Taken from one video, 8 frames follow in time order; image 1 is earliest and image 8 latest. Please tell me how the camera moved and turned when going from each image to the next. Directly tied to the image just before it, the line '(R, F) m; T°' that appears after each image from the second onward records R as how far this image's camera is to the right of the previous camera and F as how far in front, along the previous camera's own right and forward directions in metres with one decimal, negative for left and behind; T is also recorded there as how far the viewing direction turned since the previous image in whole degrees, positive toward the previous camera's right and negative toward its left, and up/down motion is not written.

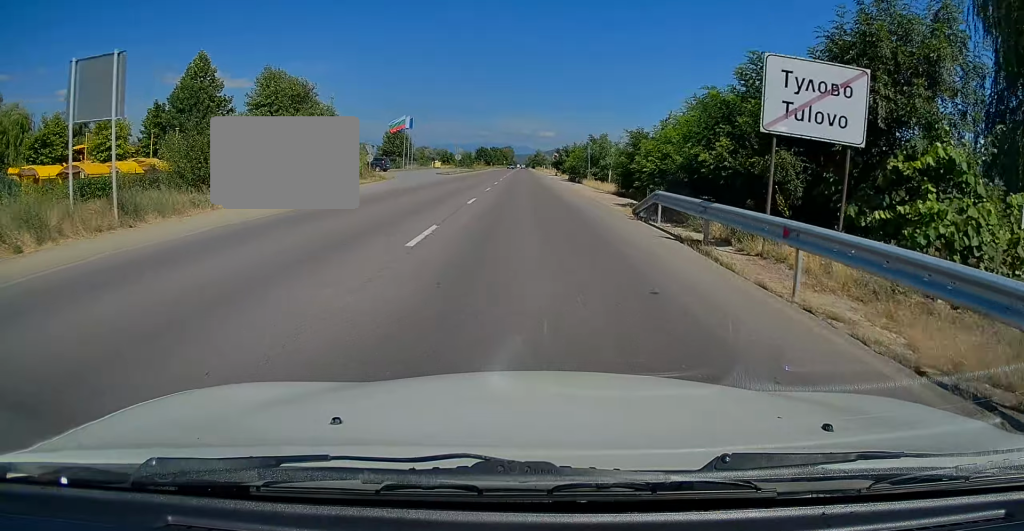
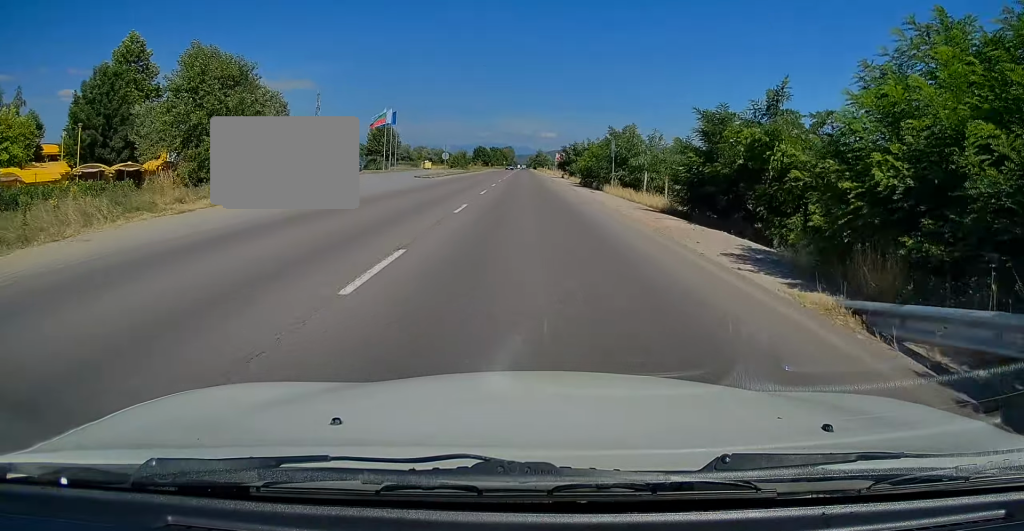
(+0.3, +13.1) m; -1°
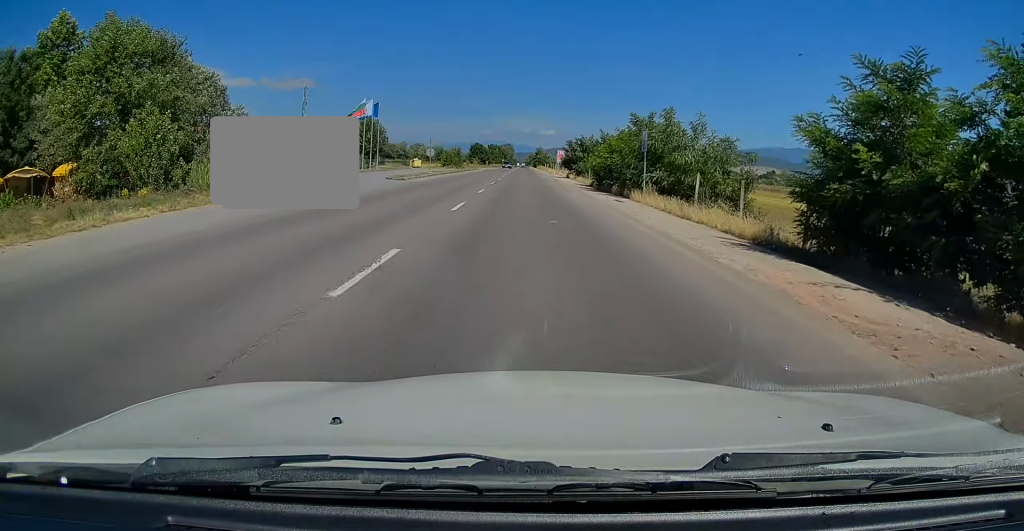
(-0.3, +9.9) m; 0°
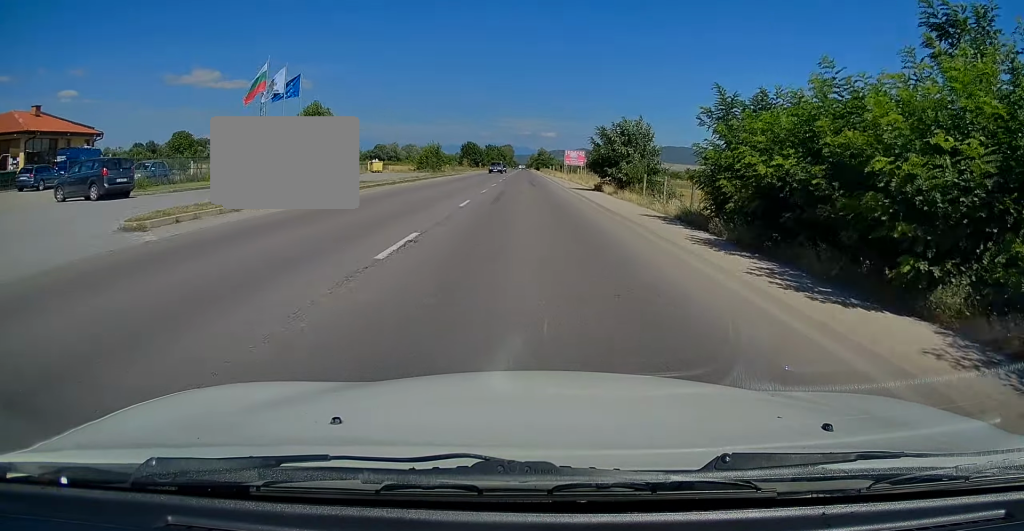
(+0.3, +26.7) m; +1°
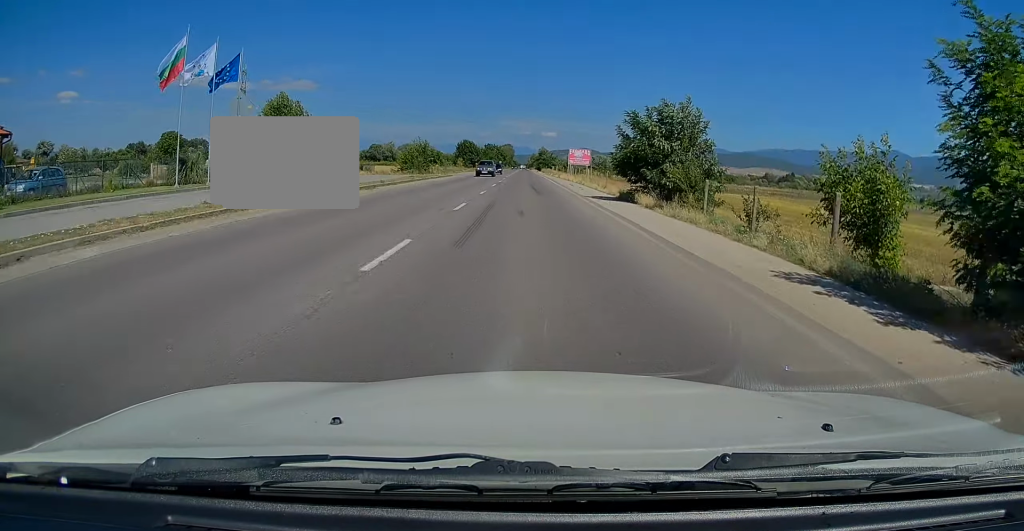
(-0.1, +10.8) m; -1°
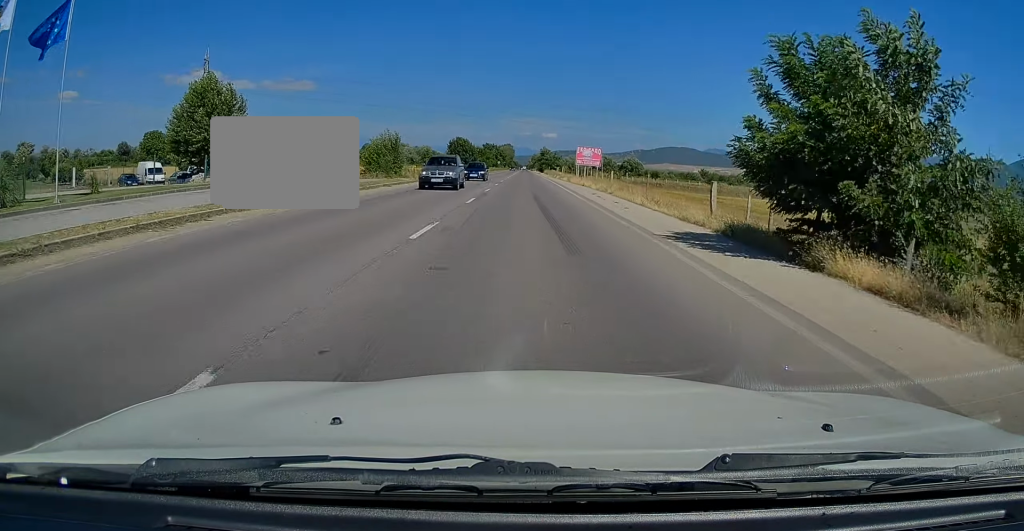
(-0.1, +16.2) m; 0°
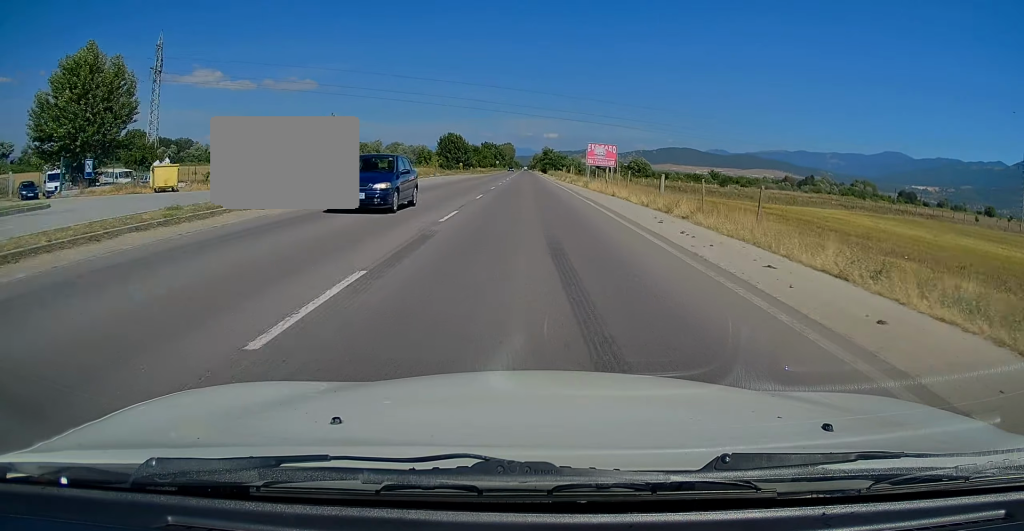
(+0.1, +16.1) m; 0°
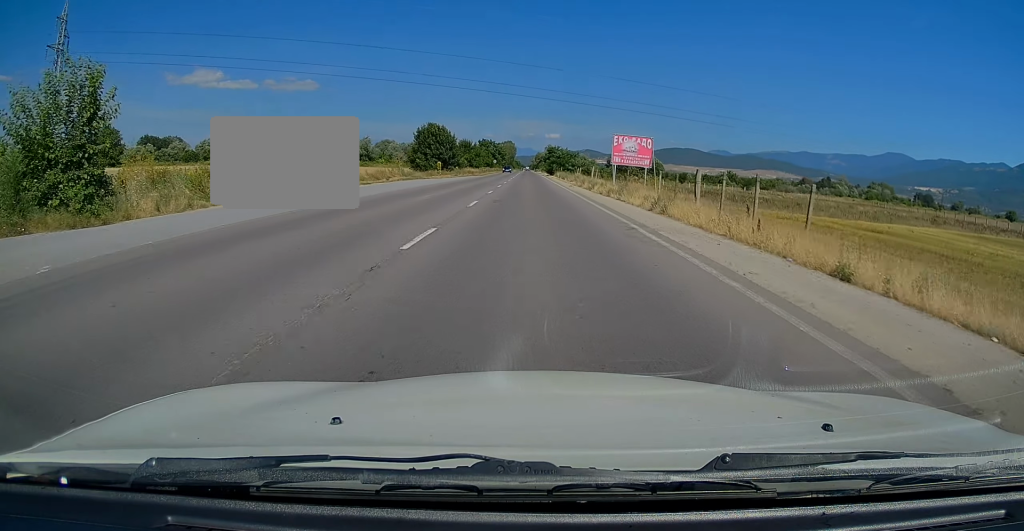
(0.0, +24.1) m; 0°
